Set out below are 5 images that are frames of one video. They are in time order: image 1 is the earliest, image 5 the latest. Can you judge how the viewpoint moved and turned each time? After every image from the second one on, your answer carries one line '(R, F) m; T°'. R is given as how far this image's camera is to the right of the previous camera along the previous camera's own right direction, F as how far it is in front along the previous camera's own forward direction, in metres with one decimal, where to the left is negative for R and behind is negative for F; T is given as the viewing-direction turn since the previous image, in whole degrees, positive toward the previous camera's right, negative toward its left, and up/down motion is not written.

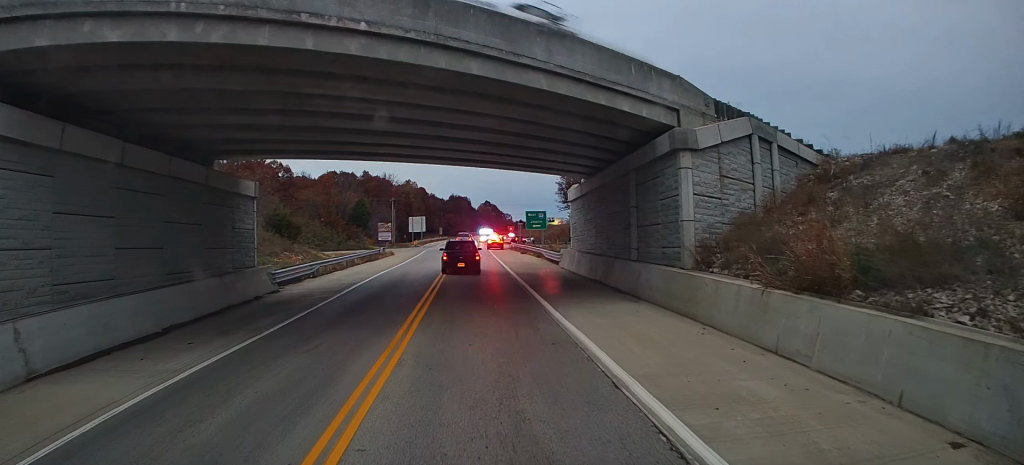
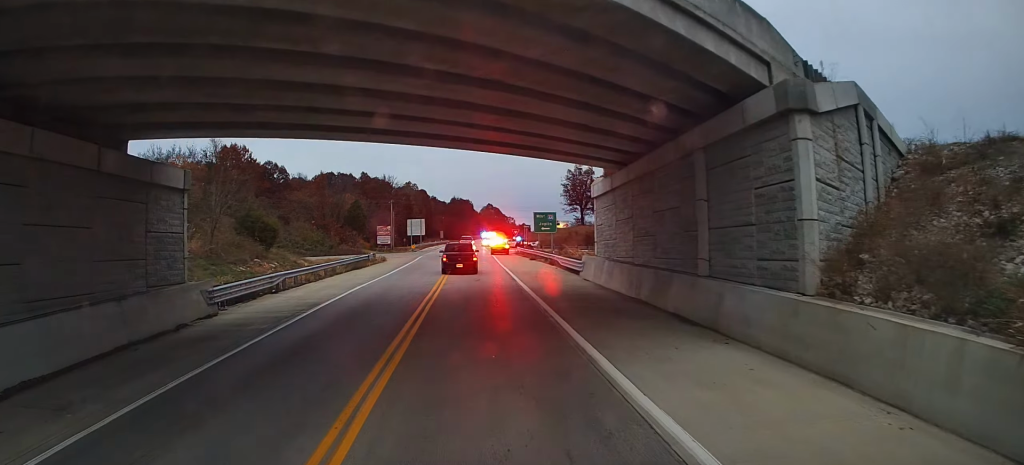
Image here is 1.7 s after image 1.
(+0.4, +6.3) m; -3°
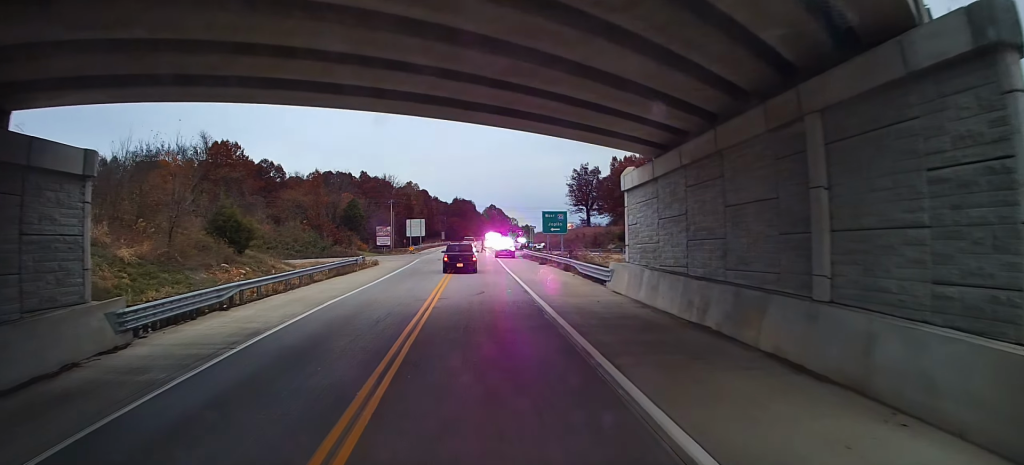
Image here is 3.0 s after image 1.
(-0.5, +5.6) m; -3°
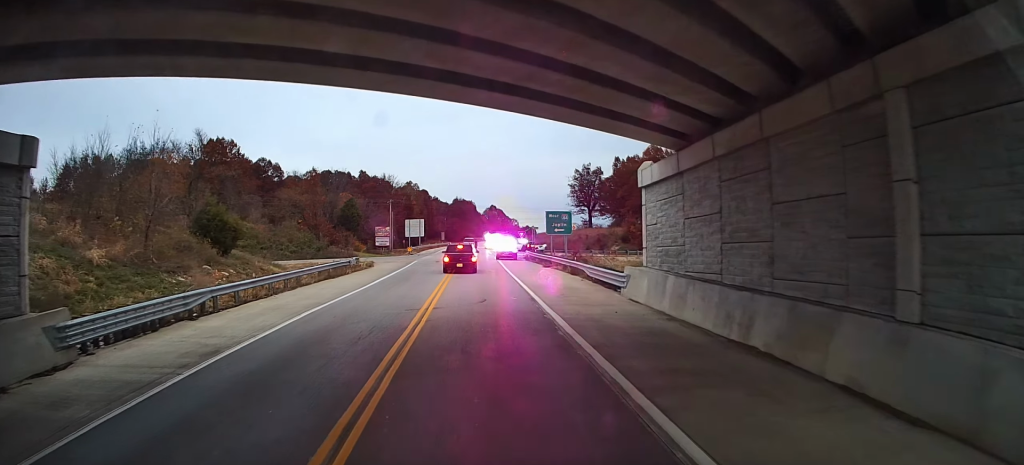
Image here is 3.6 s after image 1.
(+0.2, +2.5) m; 0°
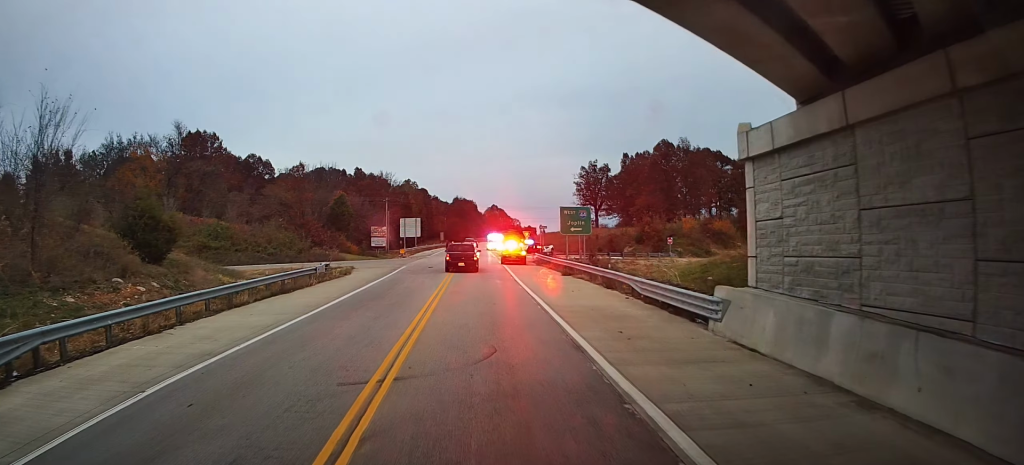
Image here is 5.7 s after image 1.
(0.0, +9.6) m; +2°
